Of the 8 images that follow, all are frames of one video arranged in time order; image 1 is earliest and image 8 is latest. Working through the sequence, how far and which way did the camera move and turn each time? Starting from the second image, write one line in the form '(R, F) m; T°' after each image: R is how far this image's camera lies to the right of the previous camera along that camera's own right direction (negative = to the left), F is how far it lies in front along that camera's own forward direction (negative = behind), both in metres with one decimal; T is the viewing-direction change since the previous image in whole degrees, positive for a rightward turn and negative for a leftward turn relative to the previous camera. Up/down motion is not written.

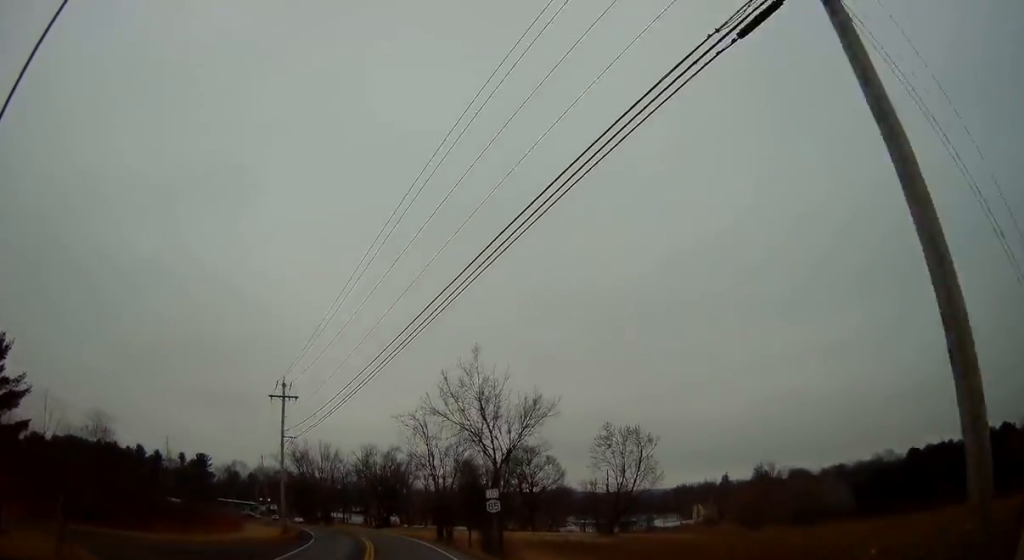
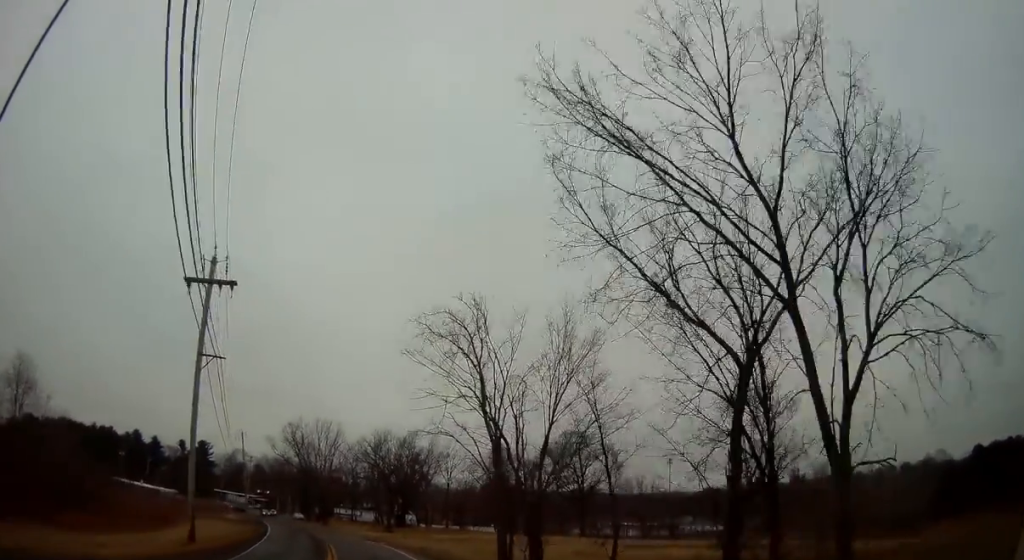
(-0.2, +23.7) m; -3°
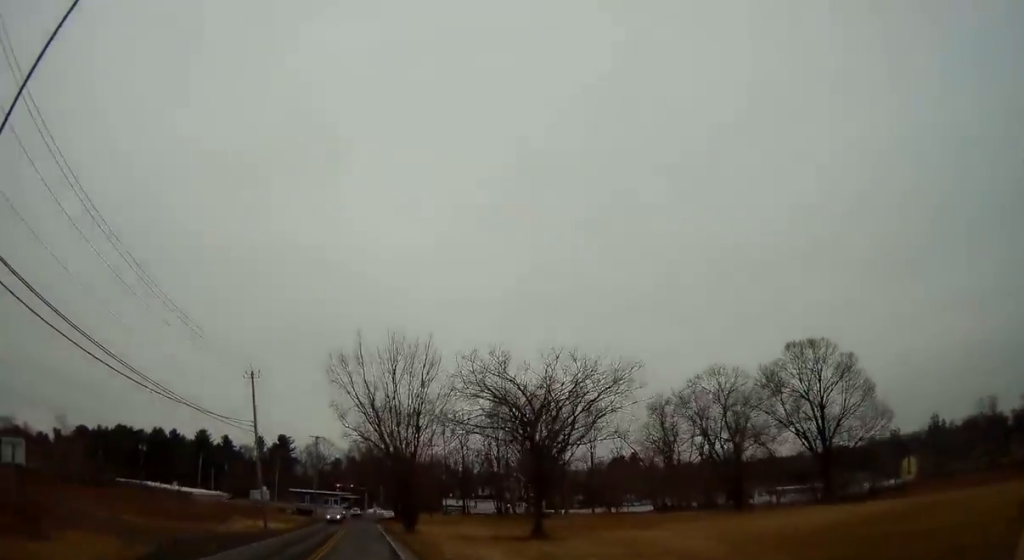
(-2.5, +38.2) m; -9°
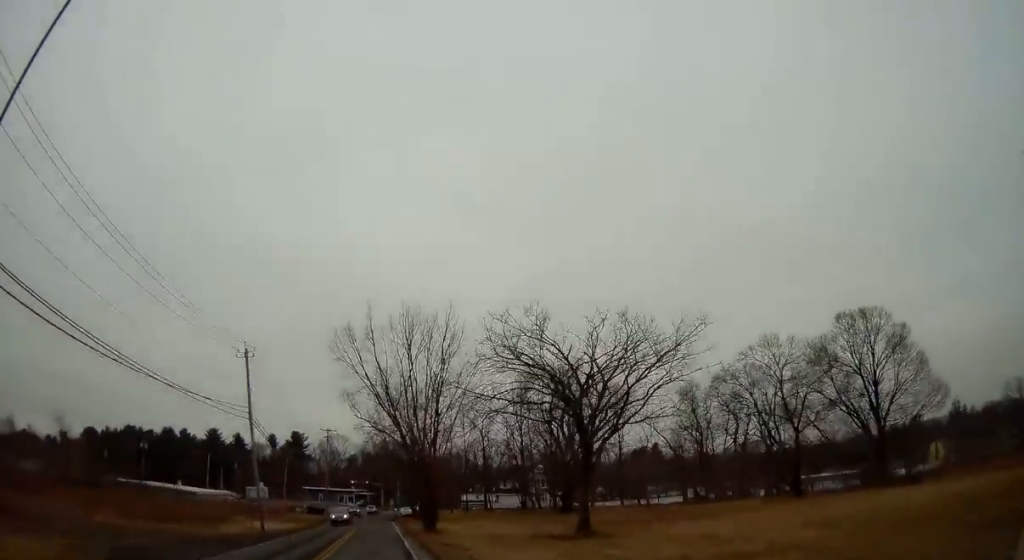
(-0.1, +6.3) m; -2°
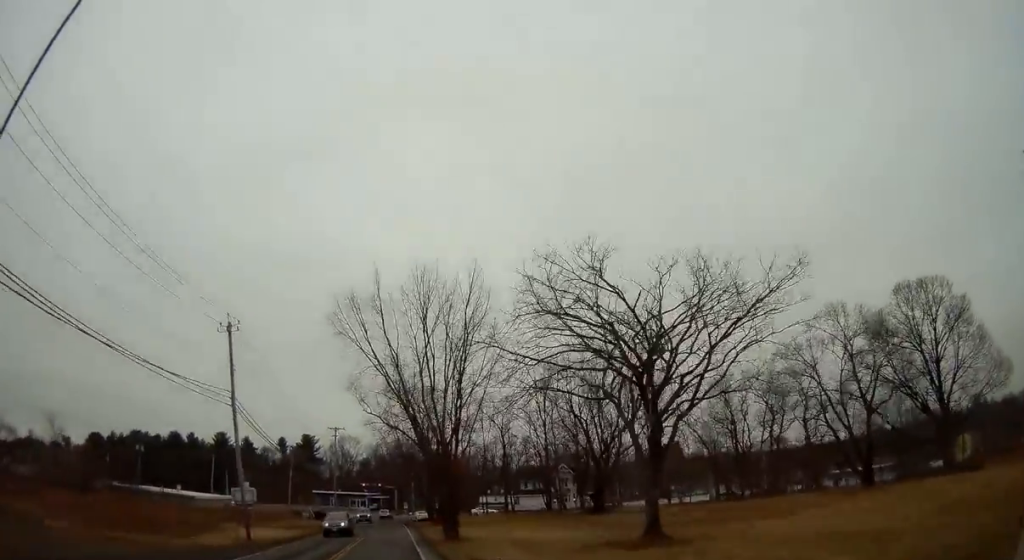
(-0.2, +6.9) m; -1°
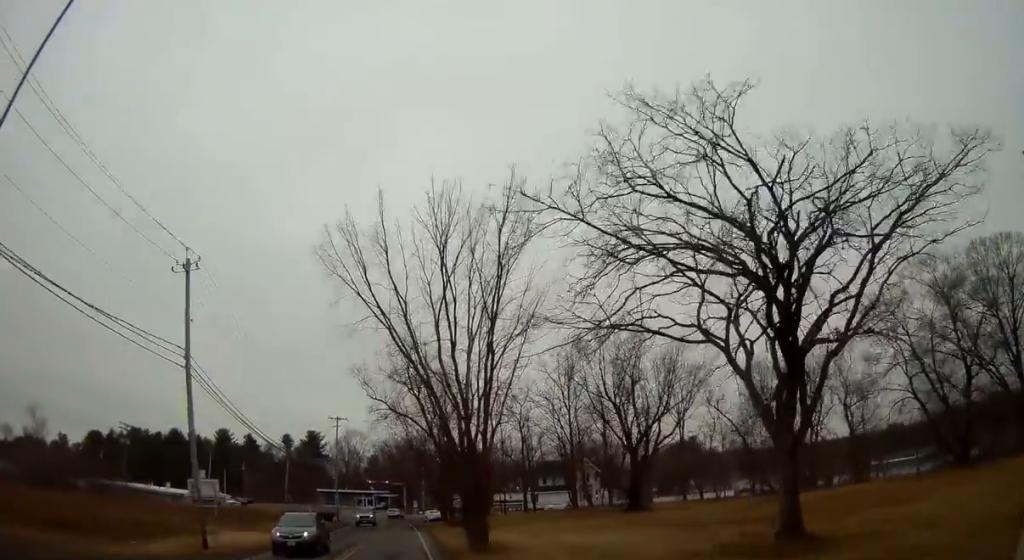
(-0.1, +8.7) m; -1°
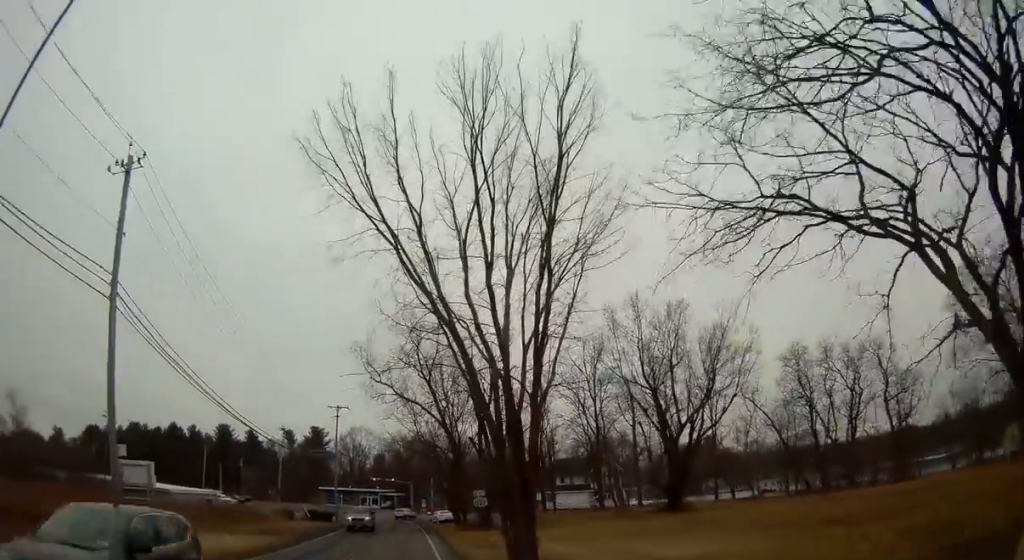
(0.0, +8.0) m; -1°
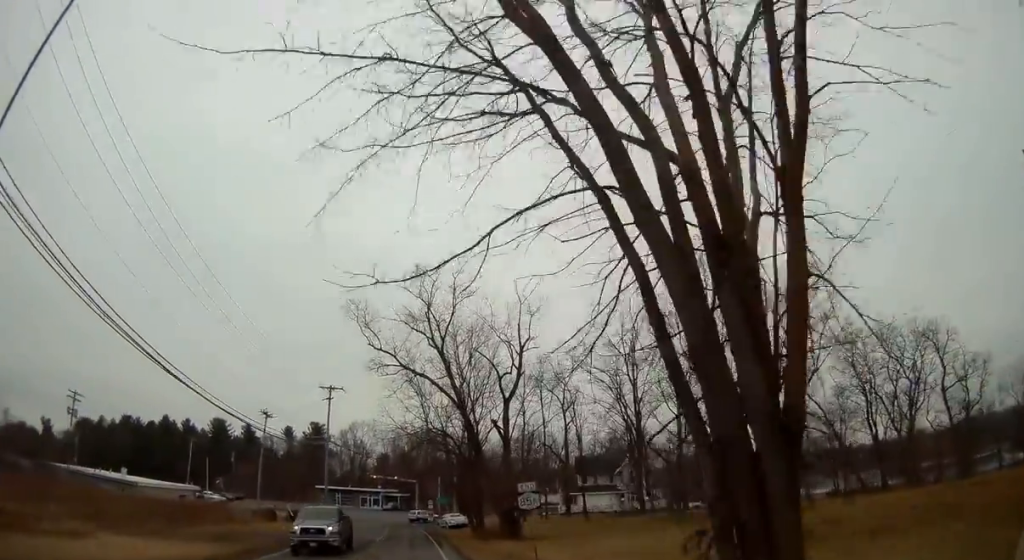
(-0.2, +11.3) m; 0°
